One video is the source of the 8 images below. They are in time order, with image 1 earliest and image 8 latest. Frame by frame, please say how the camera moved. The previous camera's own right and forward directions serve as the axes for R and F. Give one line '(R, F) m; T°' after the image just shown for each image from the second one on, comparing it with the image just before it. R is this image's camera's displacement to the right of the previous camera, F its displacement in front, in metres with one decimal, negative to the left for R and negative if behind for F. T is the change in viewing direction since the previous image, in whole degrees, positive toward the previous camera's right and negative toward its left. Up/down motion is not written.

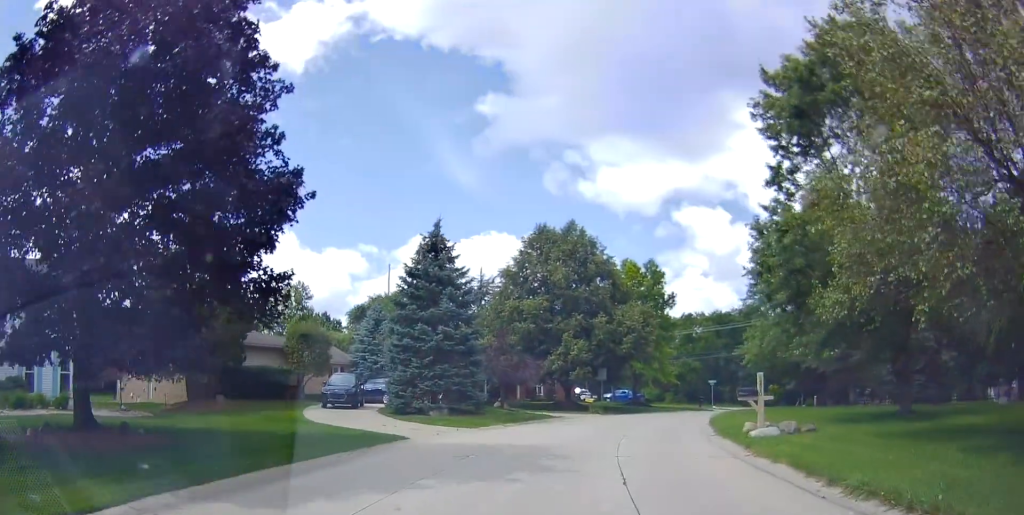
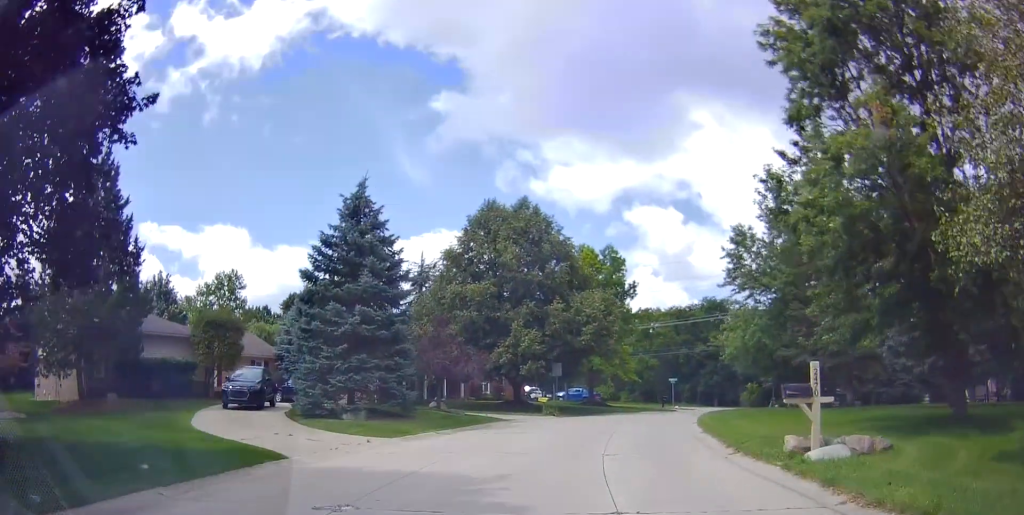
(+0.7, +3.0) m; +19°
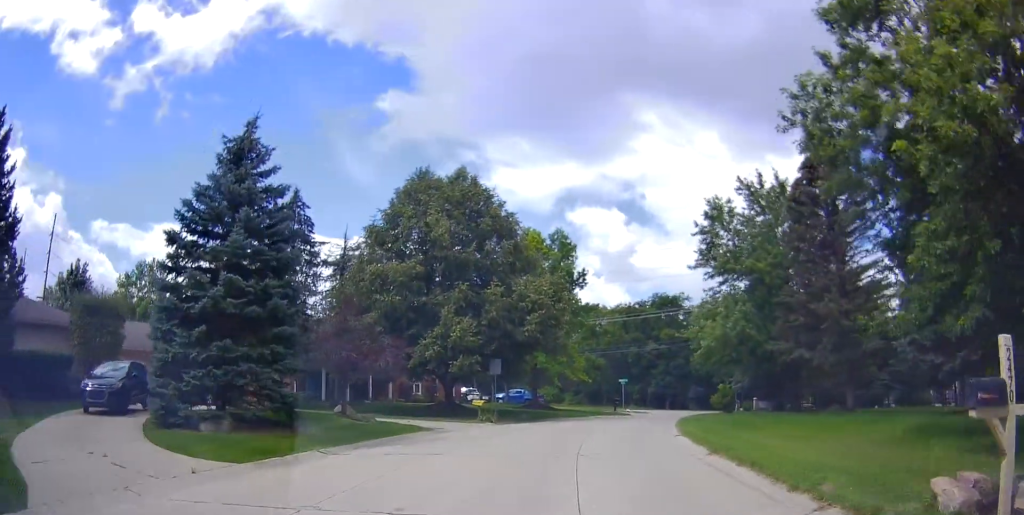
(+0.4, +3.4) m; +12°
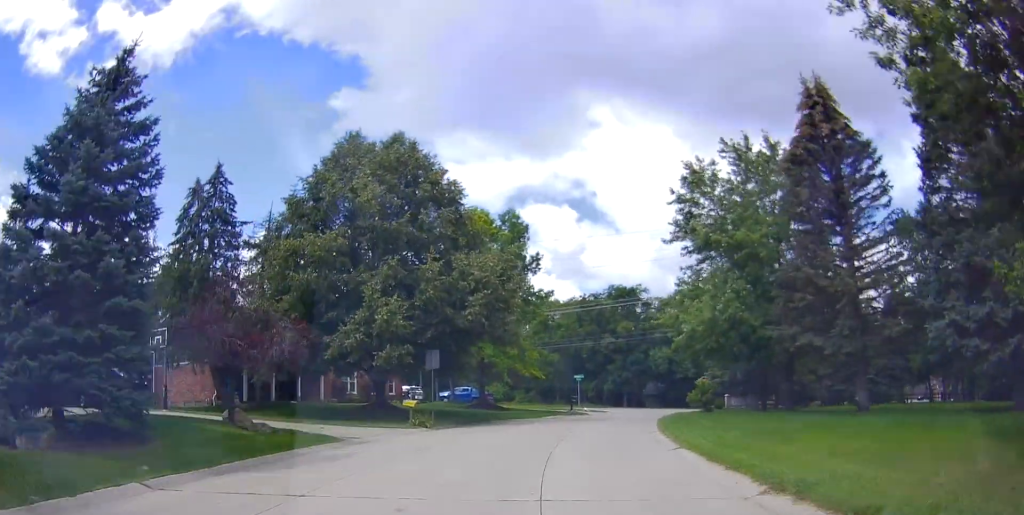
(+0.2, +3.2) m; +7°
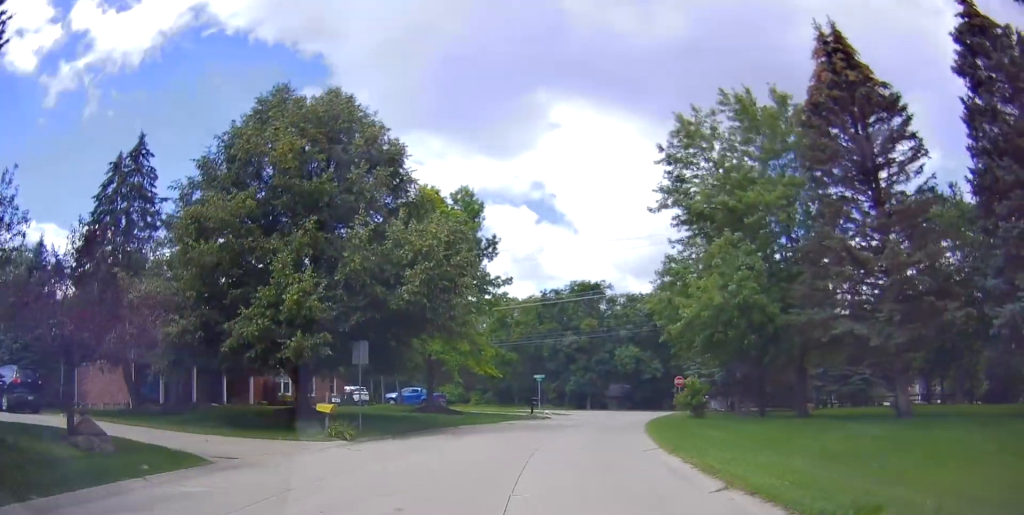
(+0.3, +3.7) m; +4°
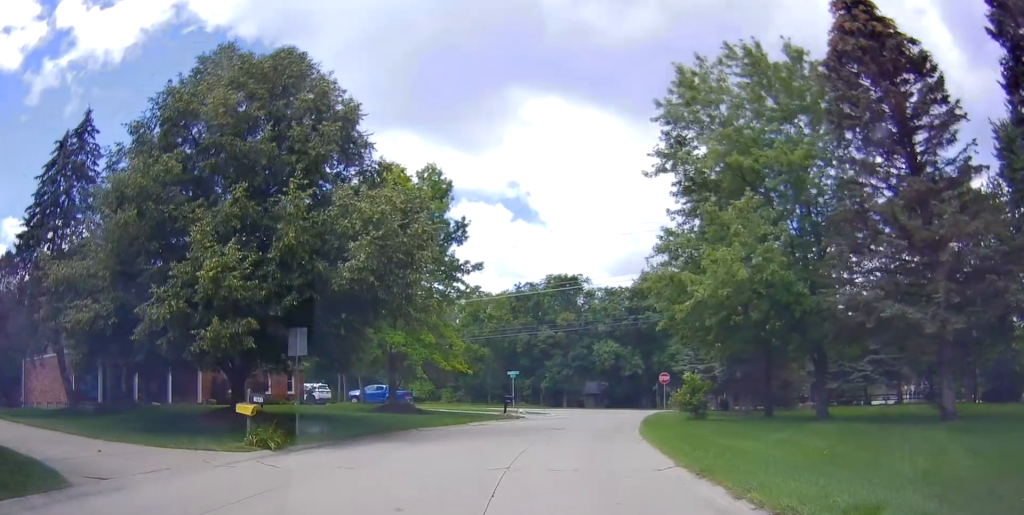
(0.0, +2.8) m; 0°
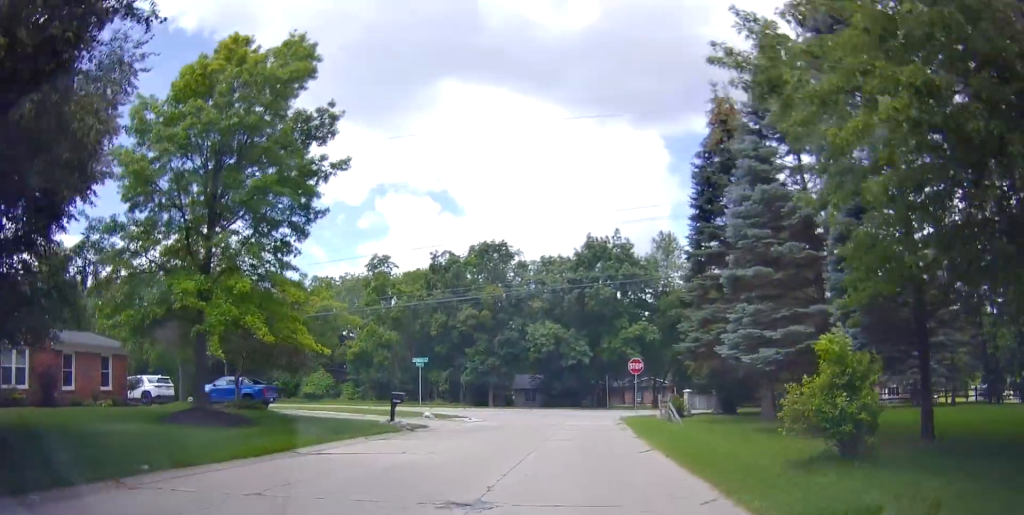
(-0.6, +13.0) m; 0°
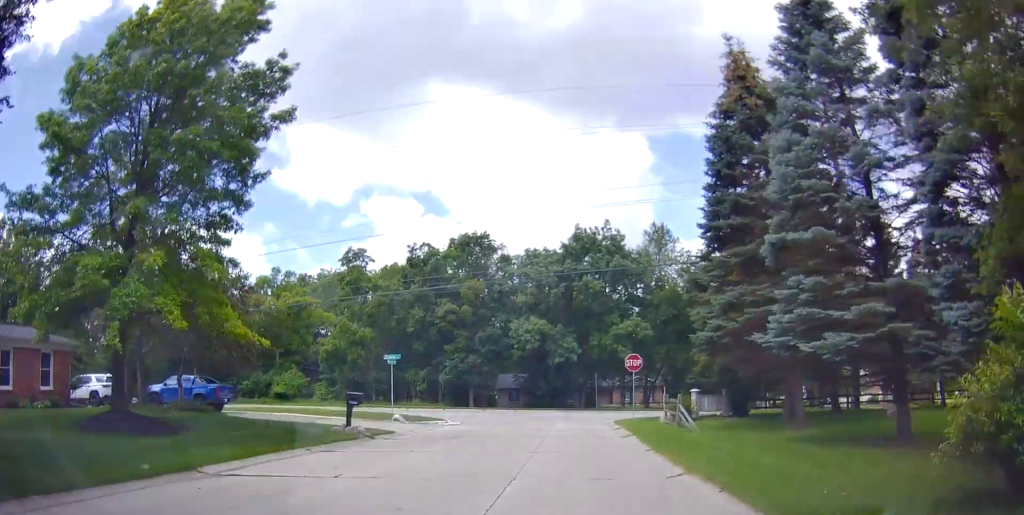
(+0.2, +3.8) m; +3°
